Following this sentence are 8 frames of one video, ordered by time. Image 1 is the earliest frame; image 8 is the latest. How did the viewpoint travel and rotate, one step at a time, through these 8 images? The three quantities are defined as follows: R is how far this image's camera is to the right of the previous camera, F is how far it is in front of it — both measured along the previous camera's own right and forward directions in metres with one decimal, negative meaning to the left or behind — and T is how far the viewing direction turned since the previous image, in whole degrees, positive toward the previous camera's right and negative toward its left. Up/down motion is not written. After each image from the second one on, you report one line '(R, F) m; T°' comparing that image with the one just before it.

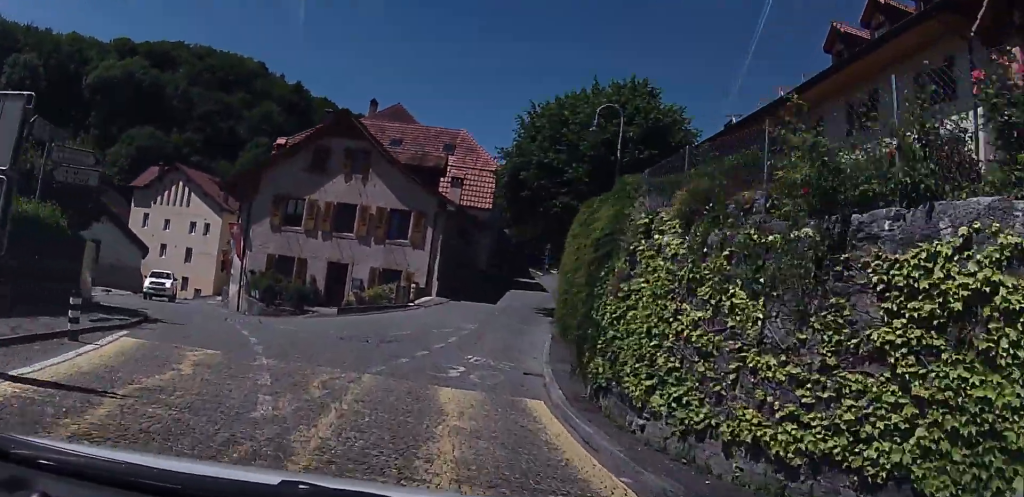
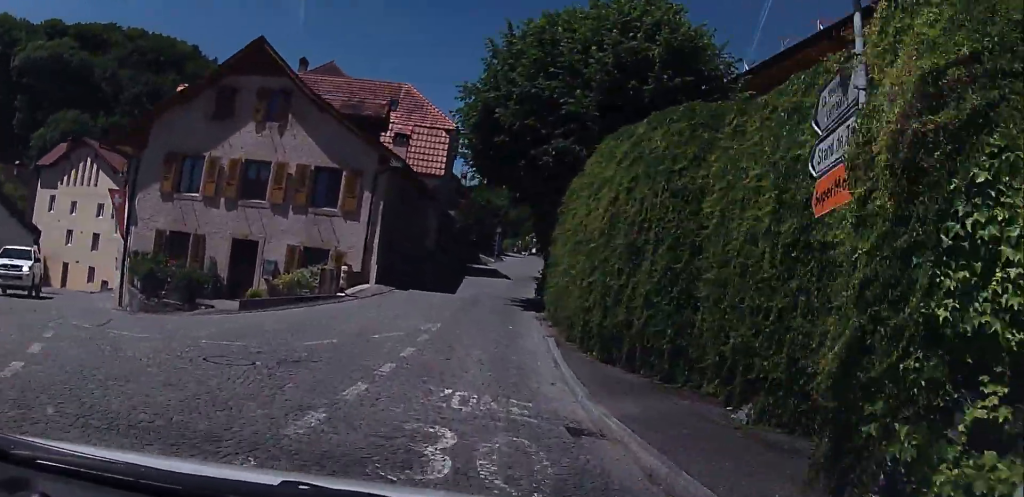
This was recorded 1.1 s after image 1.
(-0.2, +7.8) m; +1°
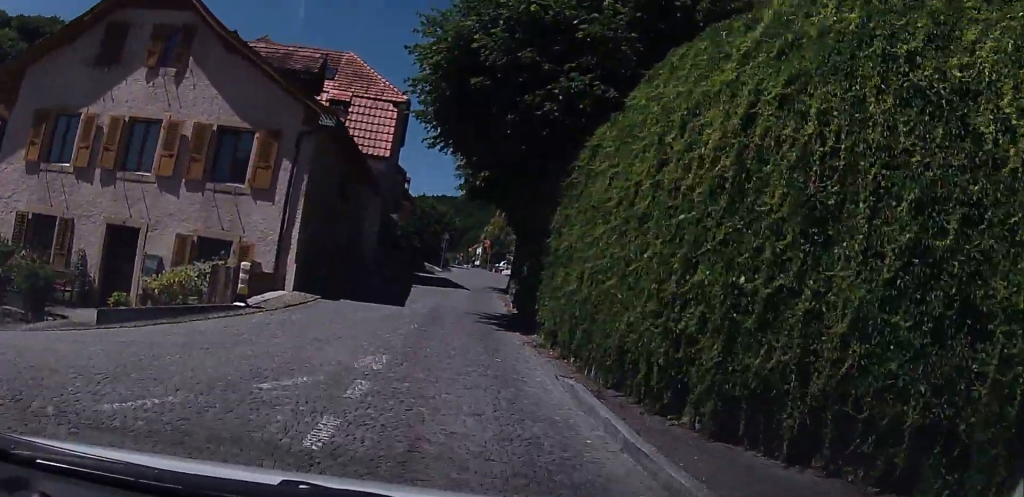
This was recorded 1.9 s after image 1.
(+0.2, +6.4) m; +8°
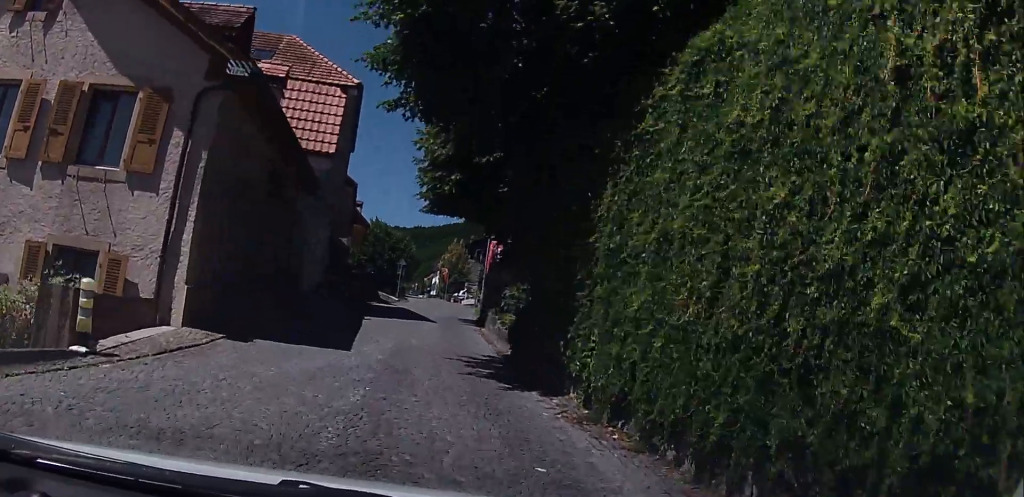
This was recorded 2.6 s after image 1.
(+0.3, +5.4) m; +5°
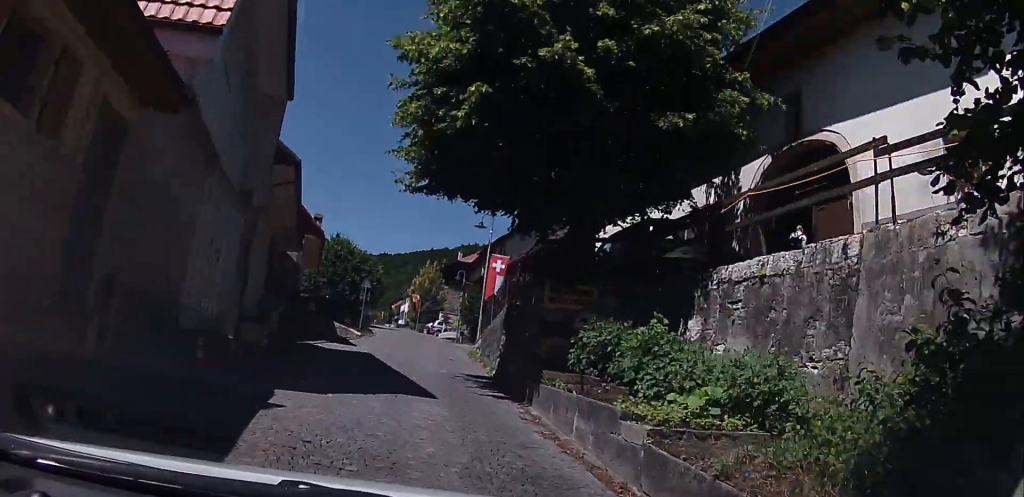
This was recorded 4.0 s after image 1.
(+0.1, +11.1) m; -3°
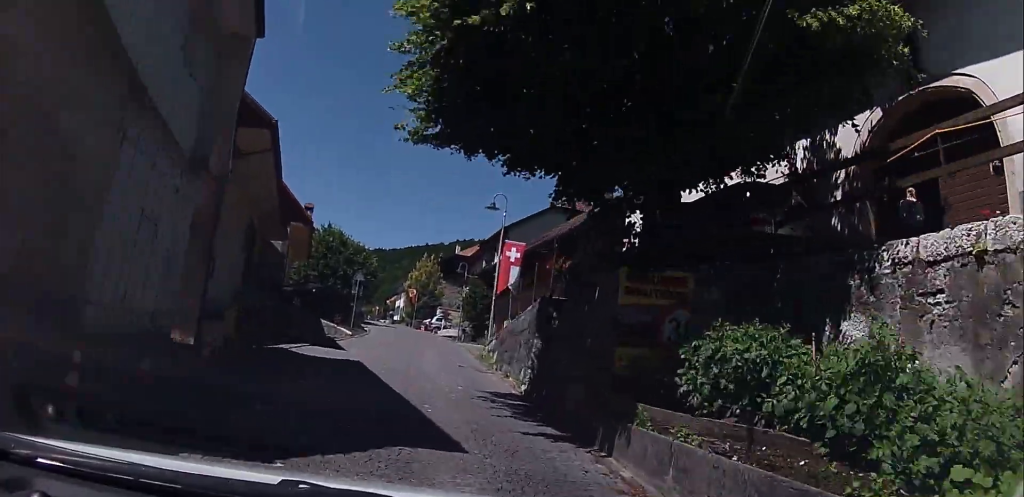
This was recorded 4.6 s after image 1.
(-0.1, +4.1) m; 0°
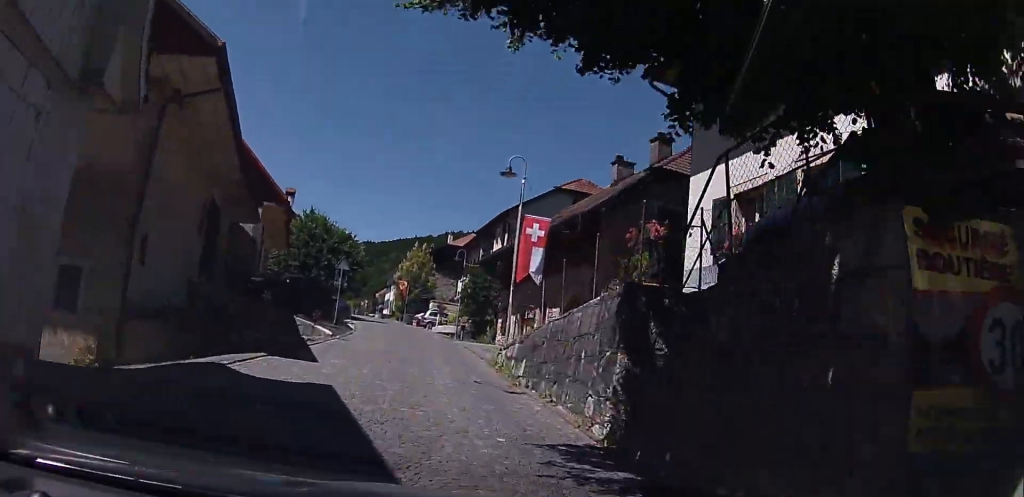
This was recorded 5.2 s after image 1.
(+0.2, +5.0) m; +2°
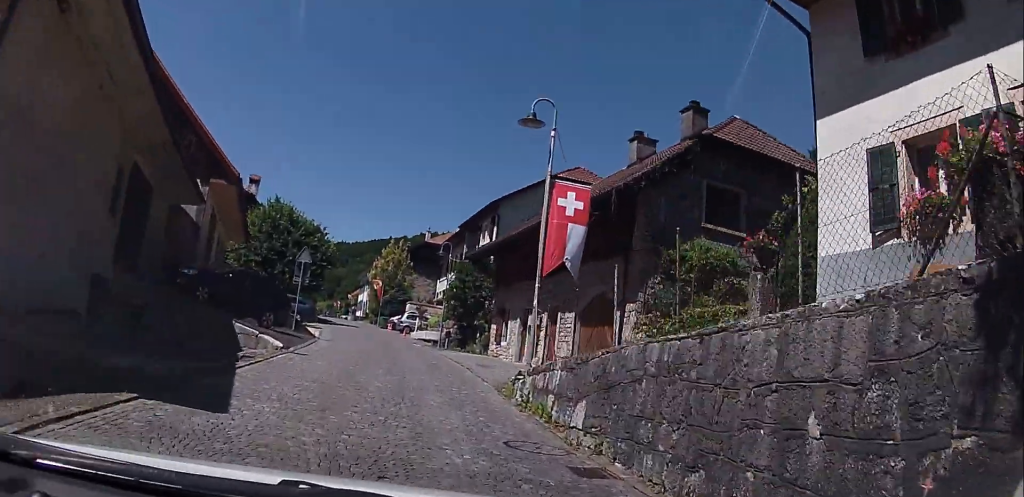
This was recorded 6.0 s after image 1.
(+0.1, +5.7) m; +3°
